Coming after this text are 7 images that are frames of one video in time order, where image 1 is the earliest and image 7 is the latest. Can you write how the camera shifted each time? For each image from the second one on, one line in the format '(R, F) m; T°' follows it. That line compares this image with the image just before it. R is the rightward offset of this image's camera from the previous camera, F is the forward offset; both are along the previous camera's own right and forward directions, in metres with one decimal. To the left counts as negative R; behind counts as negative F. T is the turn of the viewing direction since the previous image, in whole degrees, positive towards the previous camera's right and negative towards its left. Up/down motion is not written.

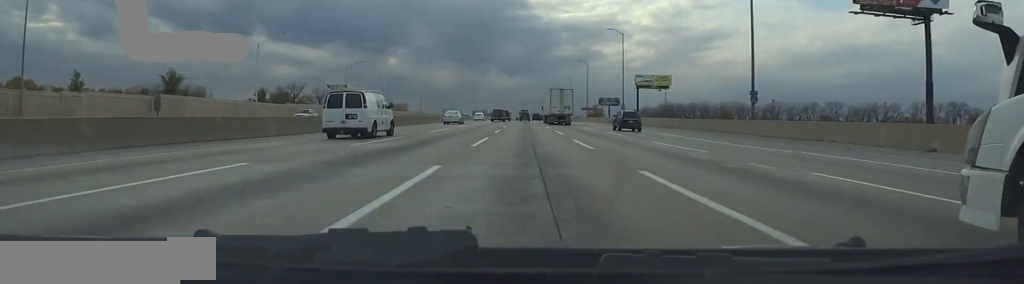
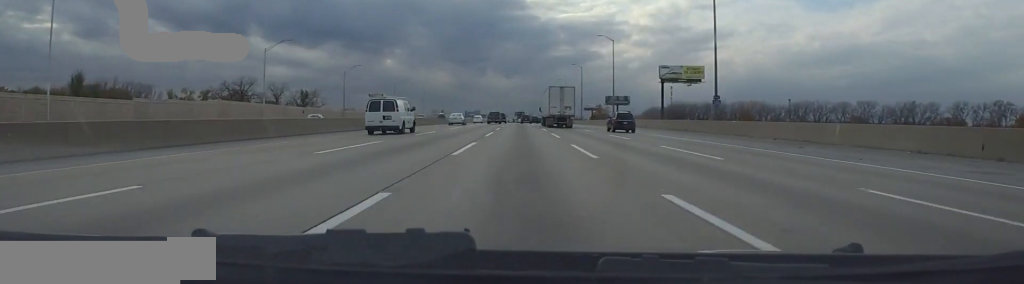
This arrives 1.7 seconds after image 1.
(0.0, +49.7) m; 0°
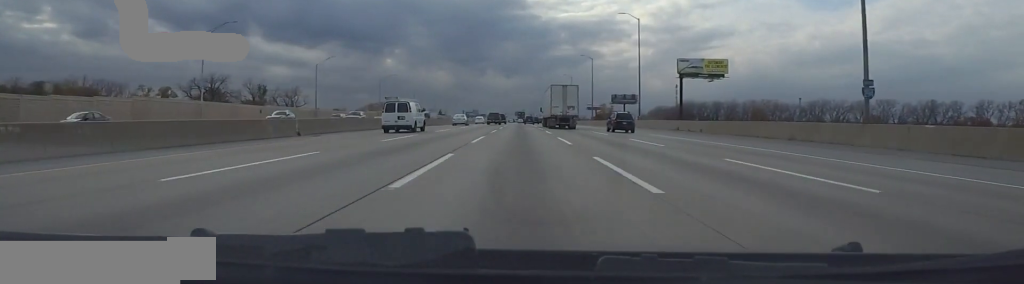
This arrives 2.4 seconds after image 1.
(0.0, +22.9) m; 0°
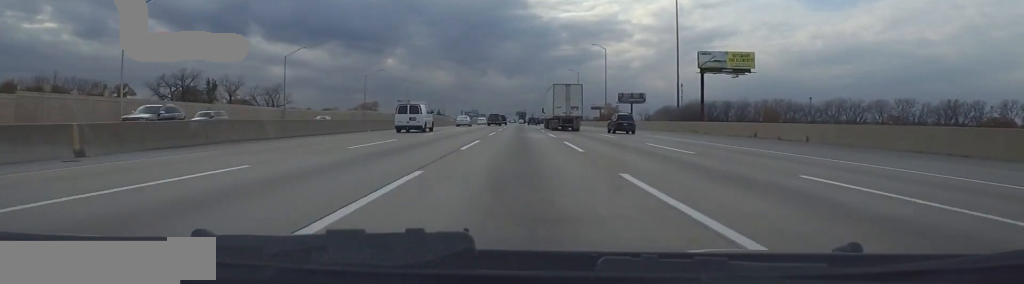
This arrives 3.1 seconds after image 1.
(0.0, +20.3) m; 0°
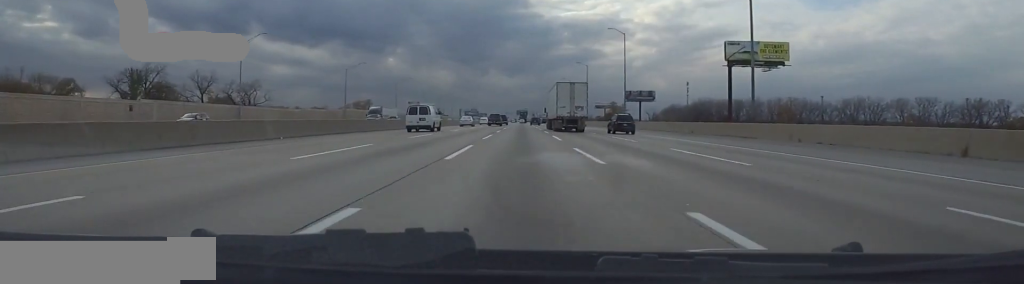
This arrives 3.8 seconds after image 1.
(0.0, +21.5) m; -1°
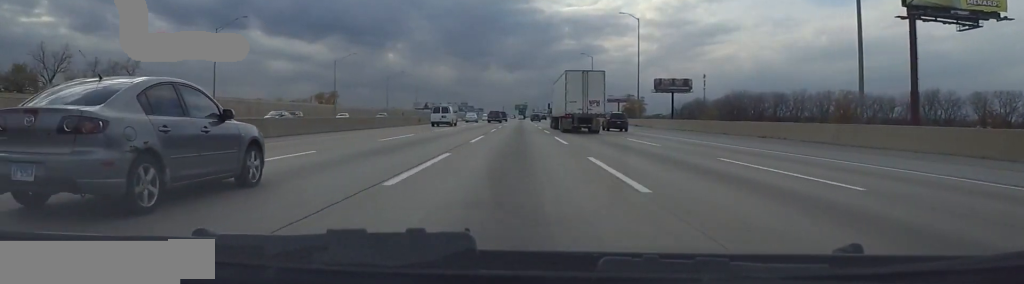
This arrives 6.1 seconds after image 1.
(-2.0, +68.5) m; 0°
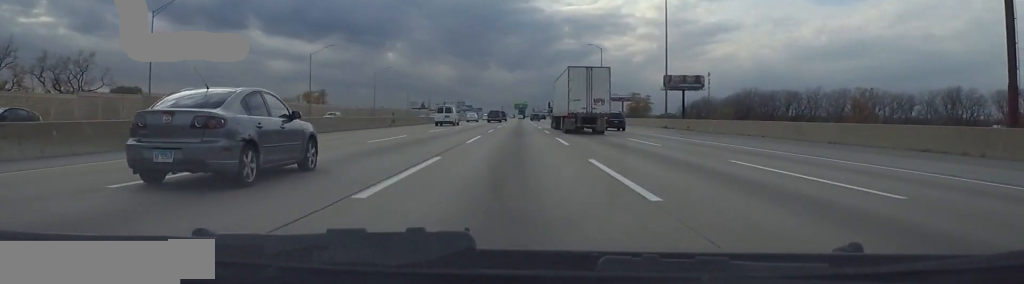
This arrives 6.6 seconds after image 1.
(+0.4, +16.4) m; +1°
